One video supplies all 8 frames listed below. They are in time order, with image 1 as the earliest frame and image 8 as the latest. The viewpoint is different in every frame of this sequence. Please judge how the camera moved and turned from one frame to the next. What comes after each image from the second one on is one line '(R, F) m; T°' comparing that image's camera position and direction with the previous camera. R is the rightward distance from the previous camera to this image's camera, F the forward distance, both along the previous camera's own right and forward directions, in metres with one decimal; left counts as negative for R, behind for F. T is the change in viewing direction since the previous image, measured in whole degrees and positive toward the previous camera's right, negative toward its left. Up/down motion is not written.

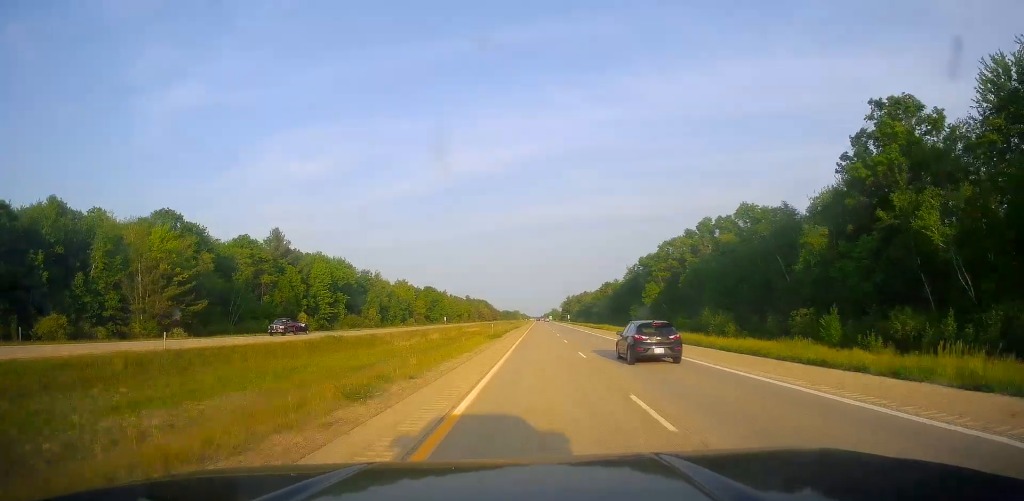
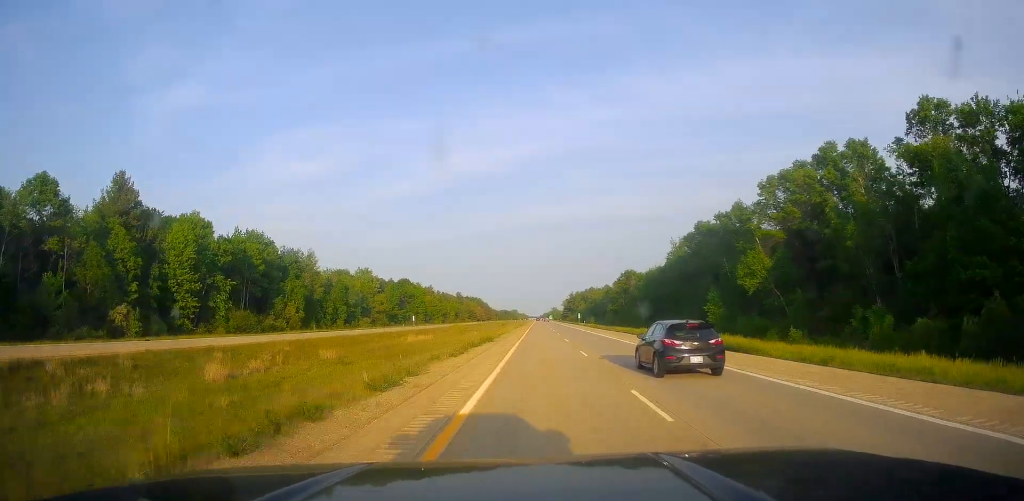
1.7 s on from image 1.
(+0.5, +59.7) m; +1°
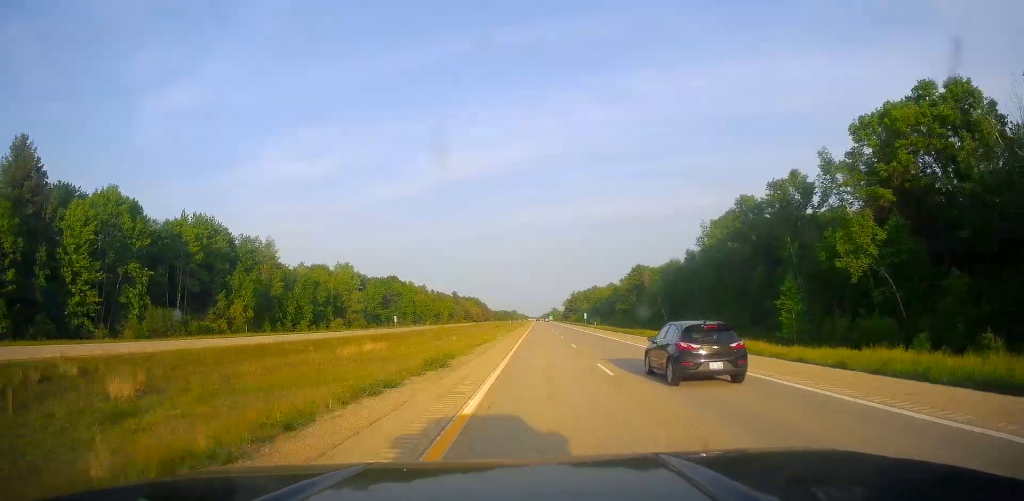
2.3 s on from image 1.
(-0.1, +22.7) m; 0°
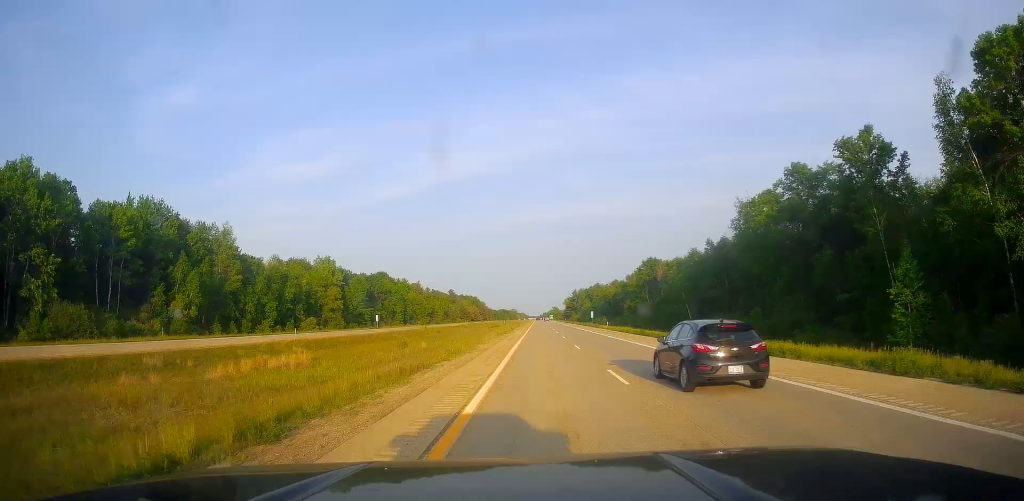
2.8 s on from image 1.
(0.0, +17.9) m; 0°
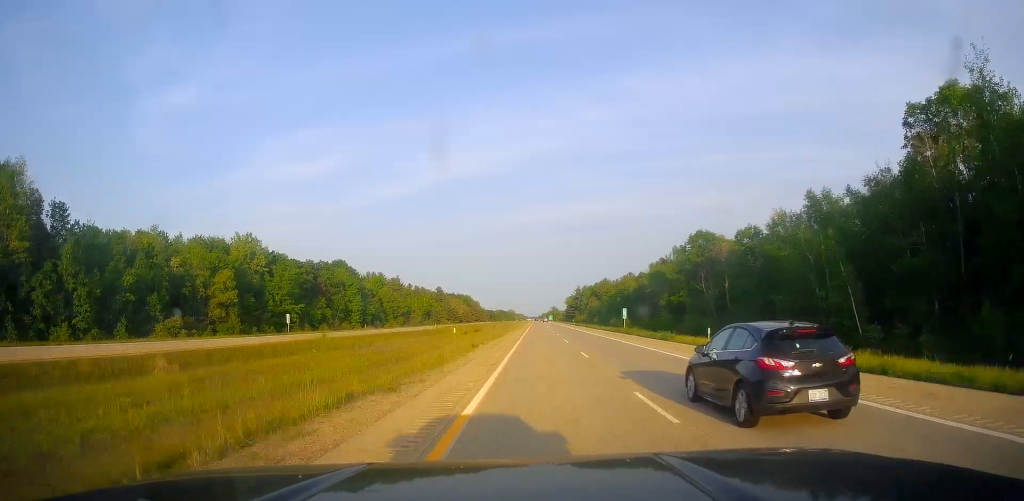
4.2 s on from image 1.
(-0.4, +50.1) m; 0°
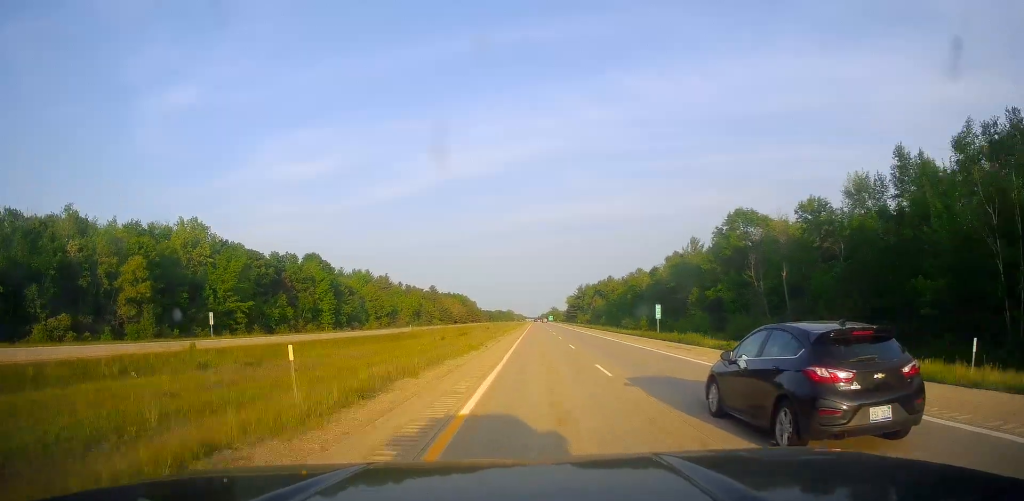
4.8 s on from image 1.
(0.0, +22.7) m; 0°
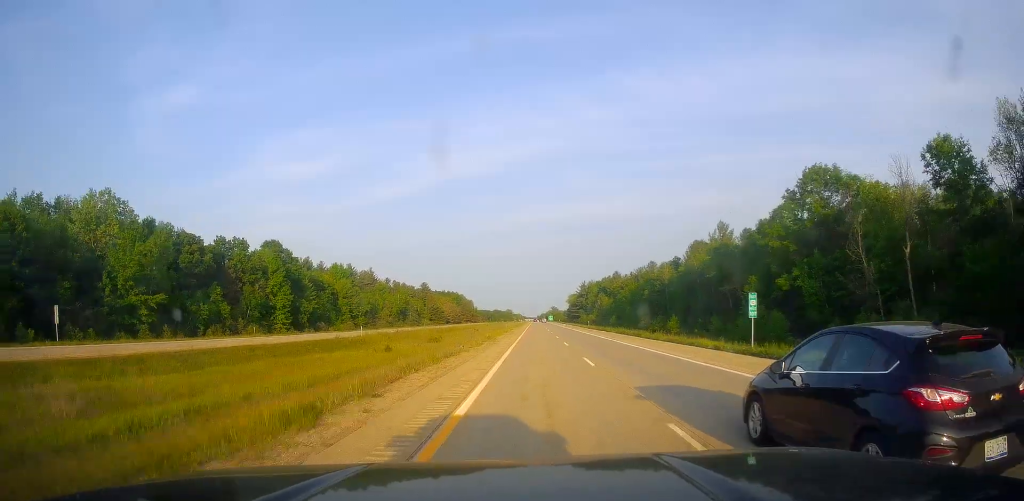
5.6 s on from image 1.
(+0.5, +26.4) m; 0°
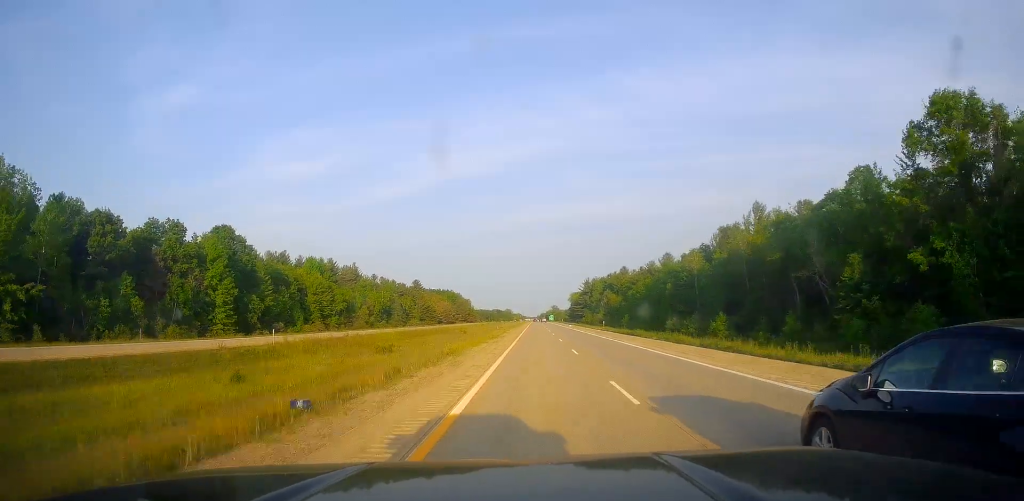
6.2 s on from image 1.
(-0.3, +24.0) m; 0°
